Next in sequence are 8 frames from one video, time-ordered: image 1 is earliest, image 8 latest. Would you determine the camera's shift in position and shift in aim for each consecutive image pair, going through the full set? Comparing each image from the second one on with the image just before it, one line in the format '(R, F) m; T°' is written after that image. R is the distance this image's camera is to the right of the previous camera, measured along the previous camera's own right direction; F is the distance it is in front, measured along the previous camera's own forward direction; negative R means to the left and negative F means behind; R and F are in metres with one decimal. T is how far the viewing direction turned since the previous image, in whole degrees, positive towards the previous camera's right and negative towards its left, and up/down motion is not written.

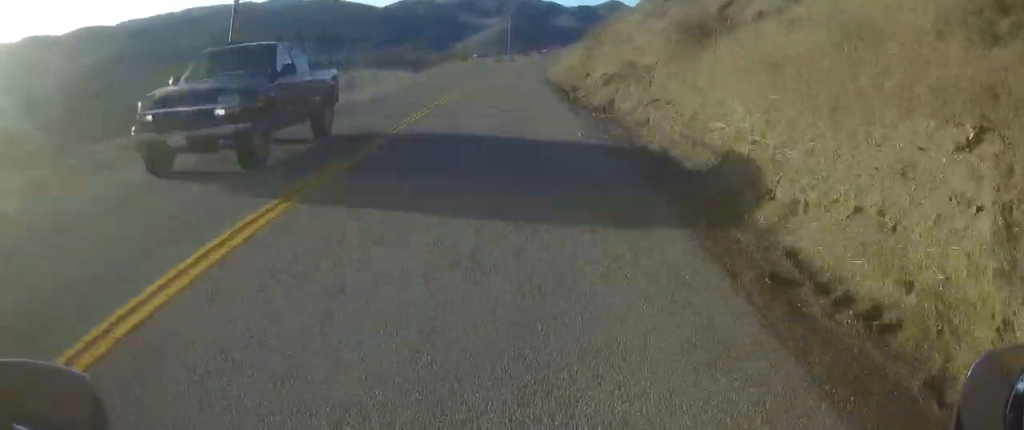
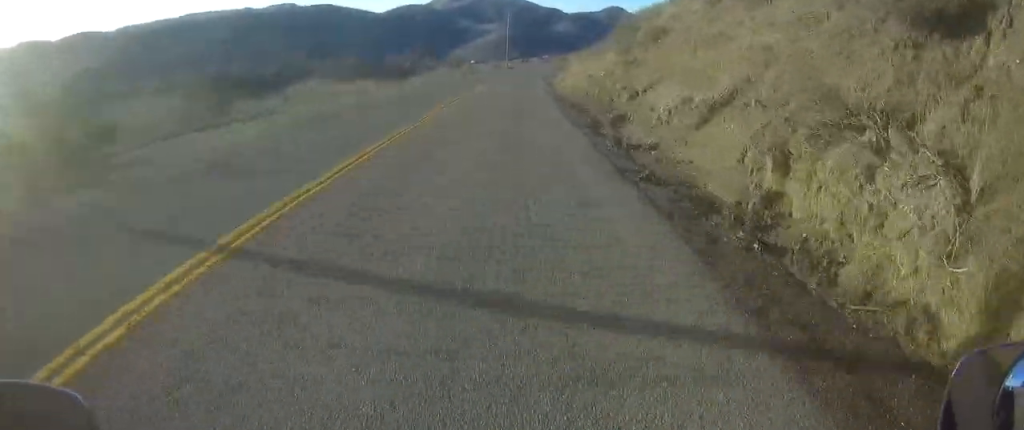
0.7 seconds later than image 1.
(+0.2, +14.0) m; +2°
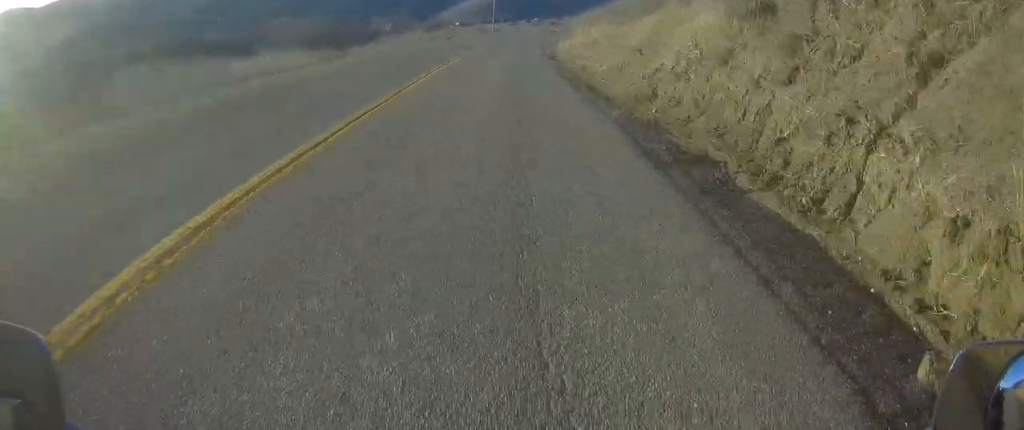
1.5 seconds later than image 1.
(+0.4, +16.3) m; +1°
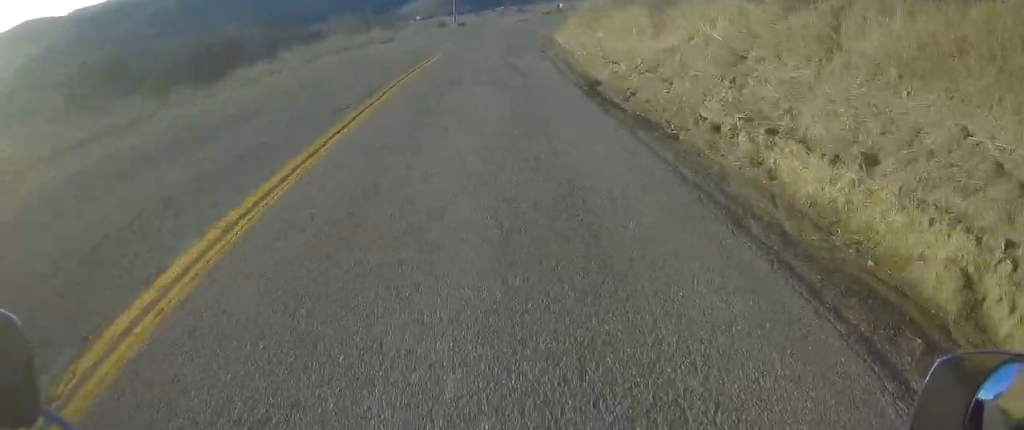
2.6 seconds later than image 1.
(-0.1, +21.1) m; 0°
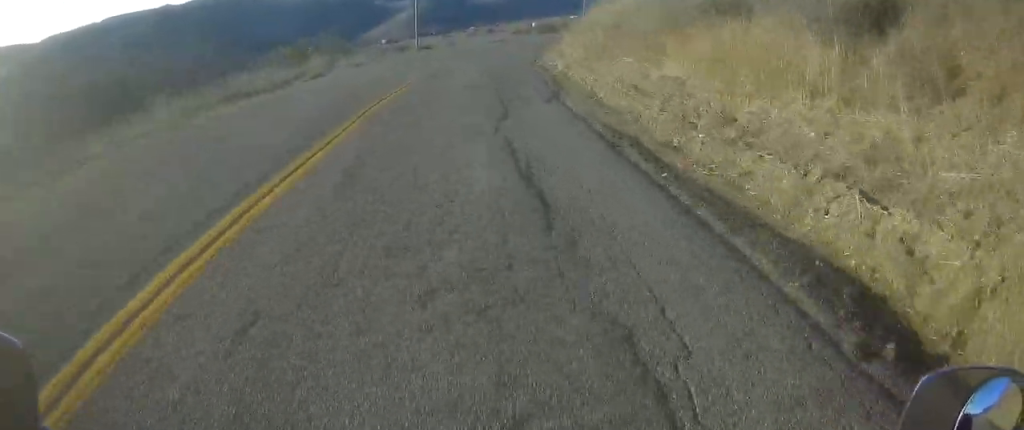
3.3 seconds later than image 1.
(0.0, +12.5) m; 0°
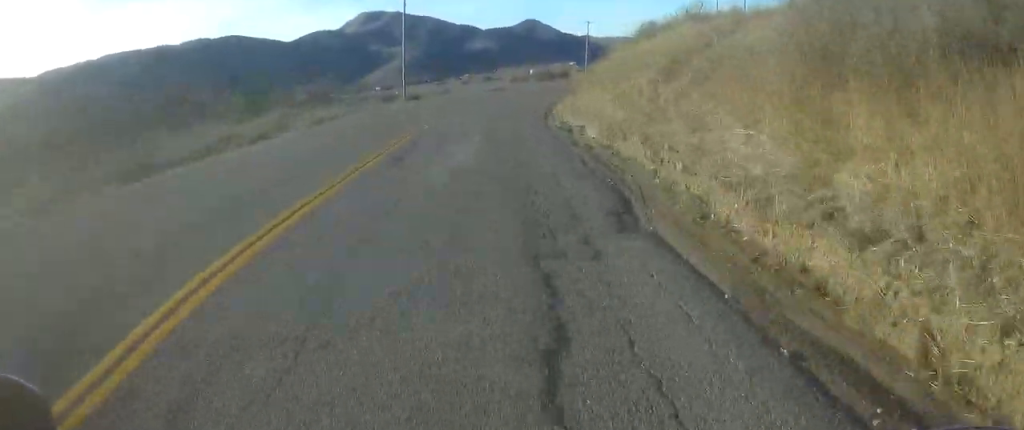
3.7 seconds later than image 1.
(0.0, +8.1) m; +1°
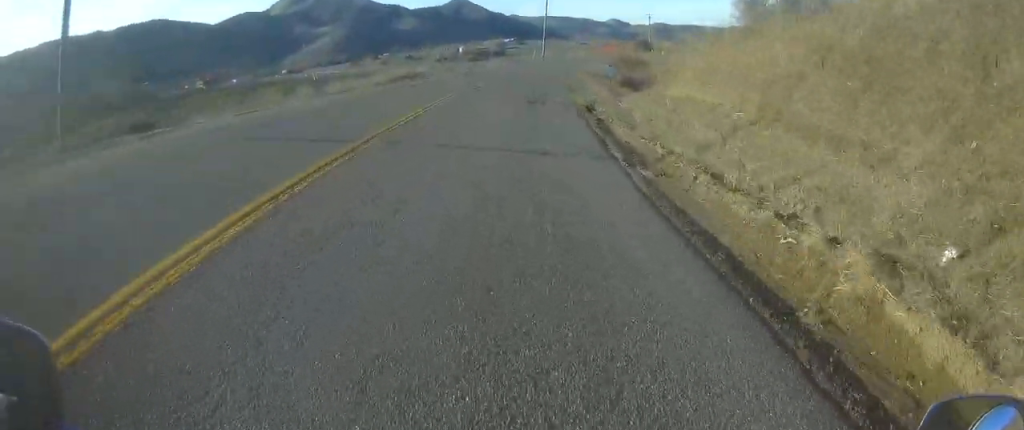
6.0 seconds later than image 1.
(+3.6, +40.9) m; +11°
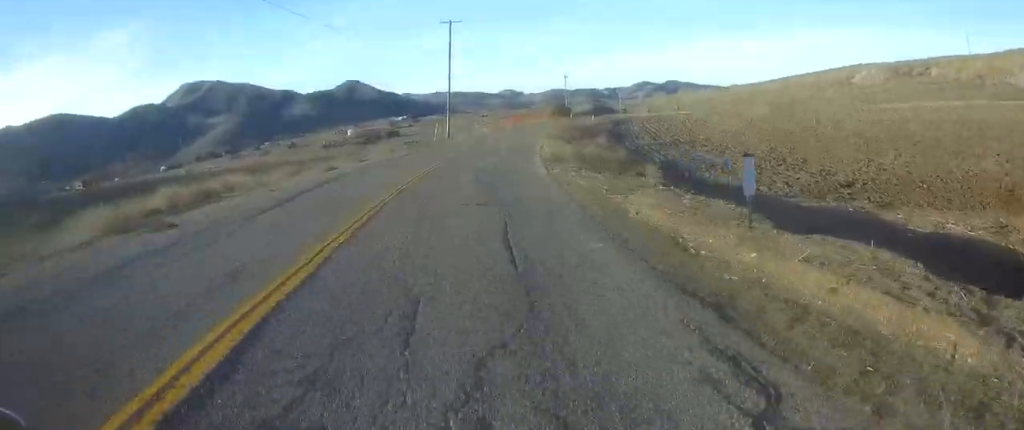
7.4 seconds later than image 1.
(+0.9, +24.8) m; +2°
